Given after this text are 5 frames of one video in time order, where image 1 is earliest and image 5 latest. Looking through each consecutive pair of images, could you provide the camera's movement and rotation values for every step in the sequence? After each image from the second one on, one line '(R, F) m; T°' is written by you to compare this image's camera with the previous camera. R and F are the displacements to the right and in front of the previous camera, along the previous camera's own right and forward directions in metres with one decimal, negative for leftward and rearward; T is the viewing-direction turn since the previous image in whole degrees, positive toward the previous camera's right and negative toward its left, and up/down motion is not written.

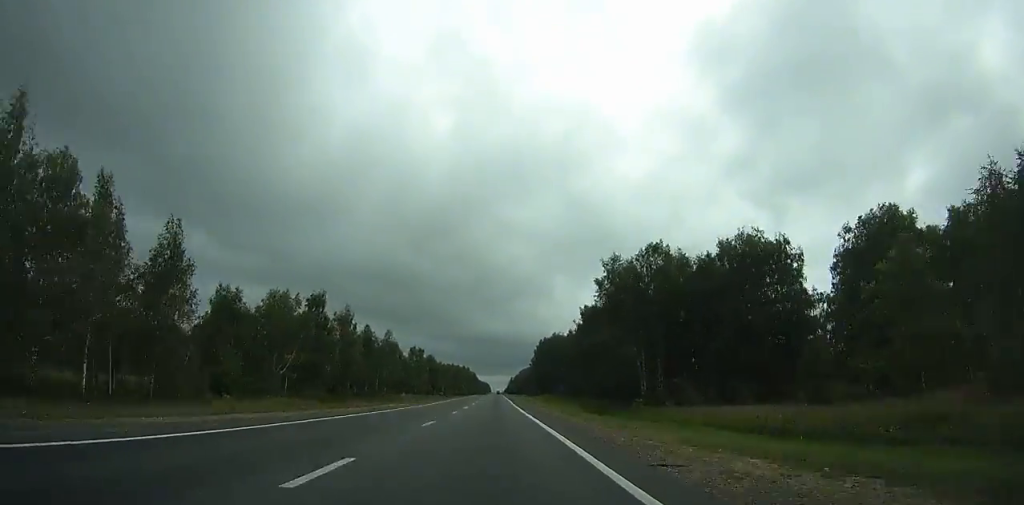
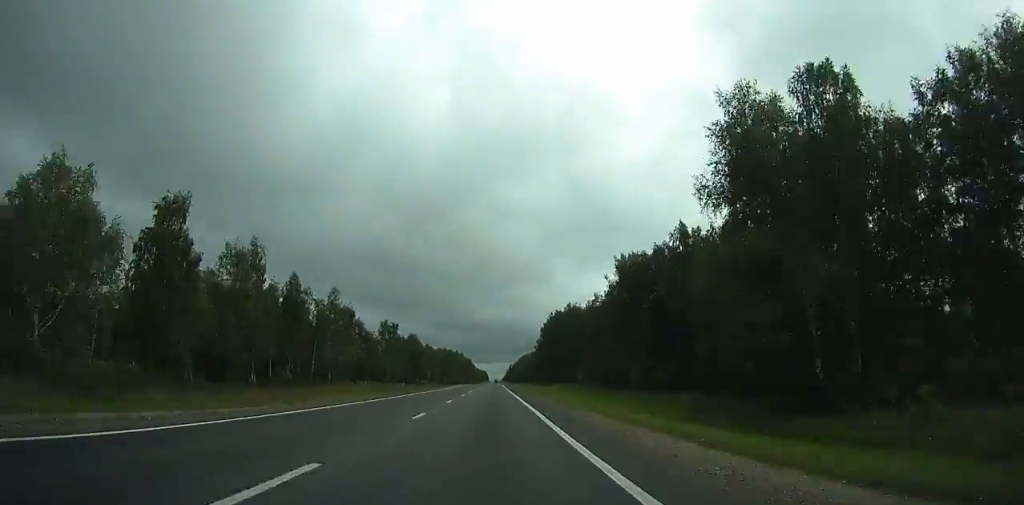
(-0.1, +49.8) m; 0°
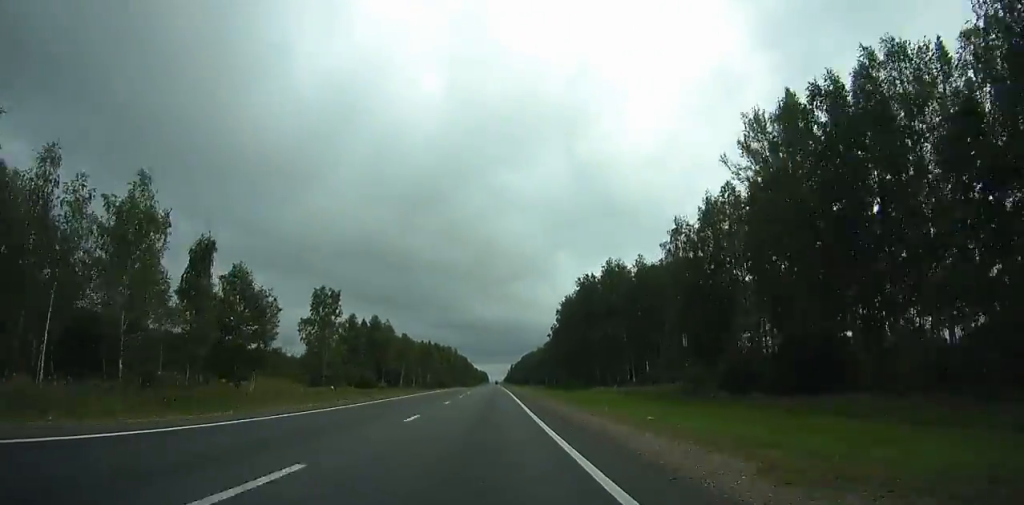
(+0.4, +60.8) m; 0°
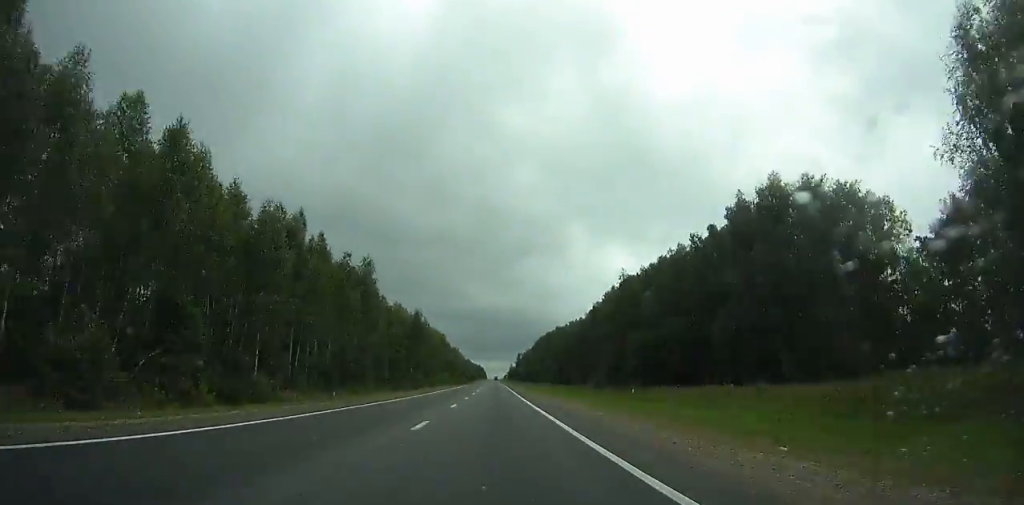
(-0.3, +219.7) m; 0°
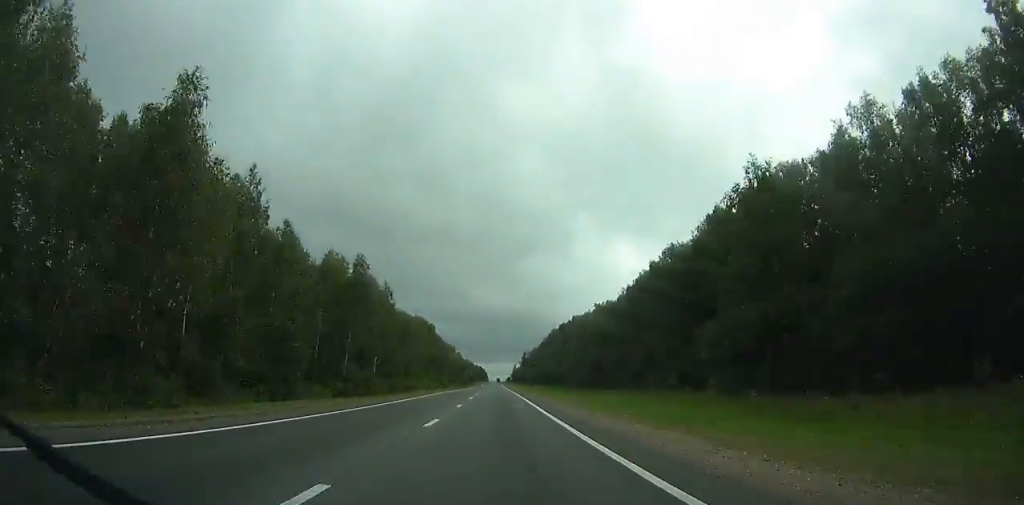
(0.0, +58.0) m; -1°
